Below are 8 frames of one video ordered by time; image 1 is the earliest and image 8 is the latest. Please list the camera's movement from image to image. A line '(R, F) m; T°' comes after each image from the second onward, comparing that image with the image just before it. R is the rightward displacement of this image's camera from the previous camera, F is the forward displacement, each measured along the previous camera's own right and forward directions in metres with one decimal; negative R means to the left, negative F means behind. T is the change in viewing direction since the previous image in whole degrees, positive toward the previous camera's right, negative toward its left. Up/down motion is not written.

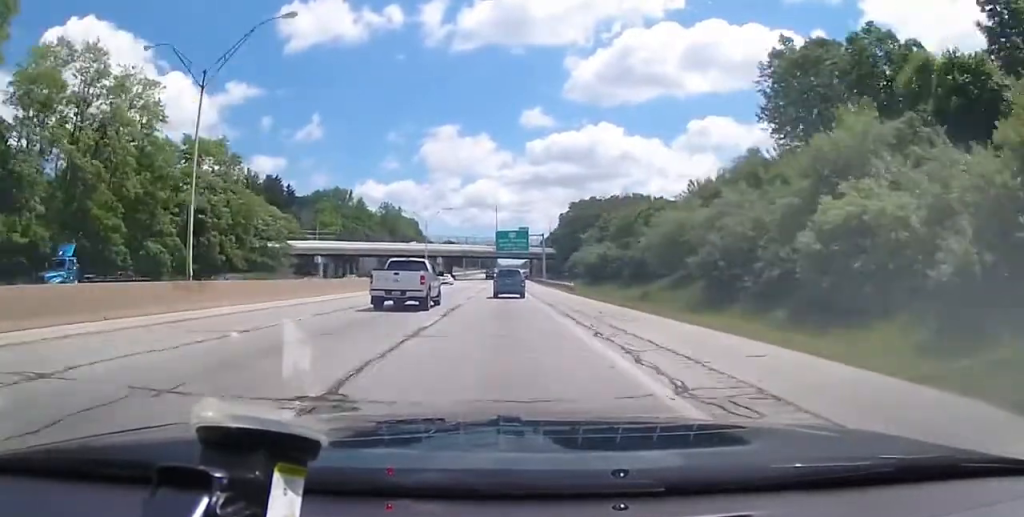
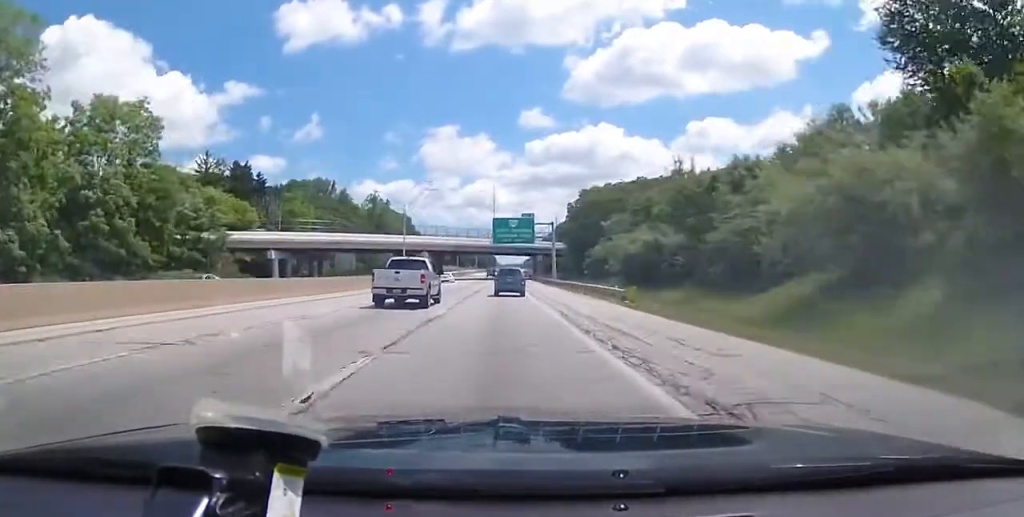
(+0.2, +20.9) m; +1°
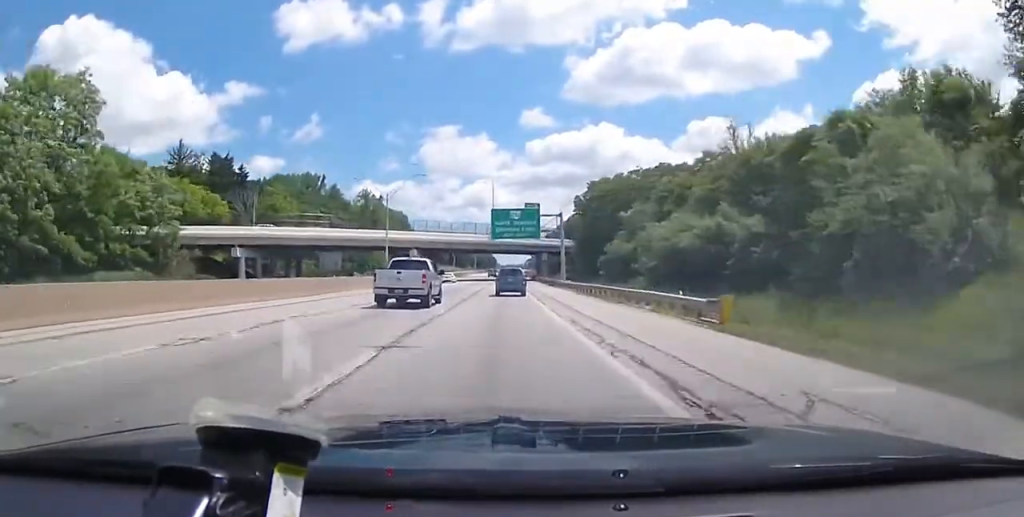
(0.0, +11.4) m; +1°
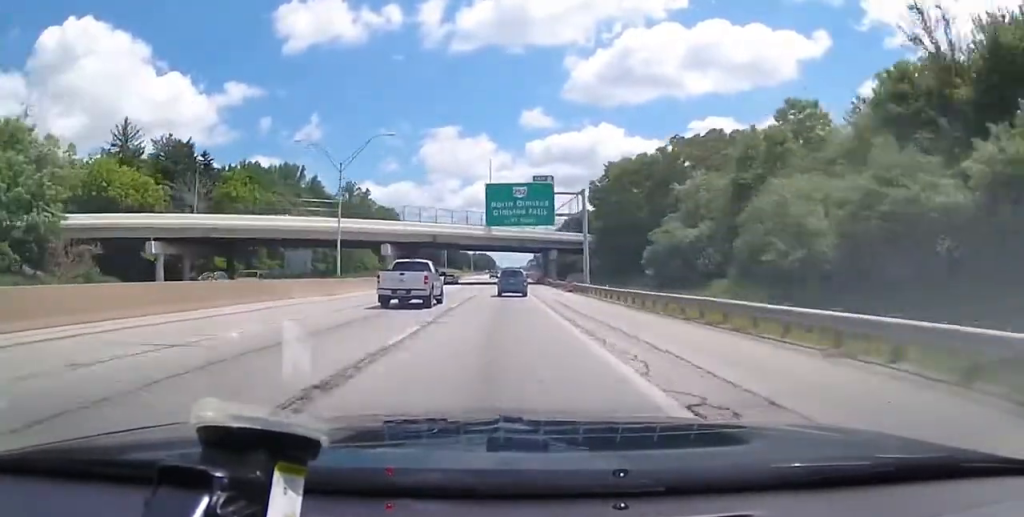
(+0.1, +19.0) m; 0°
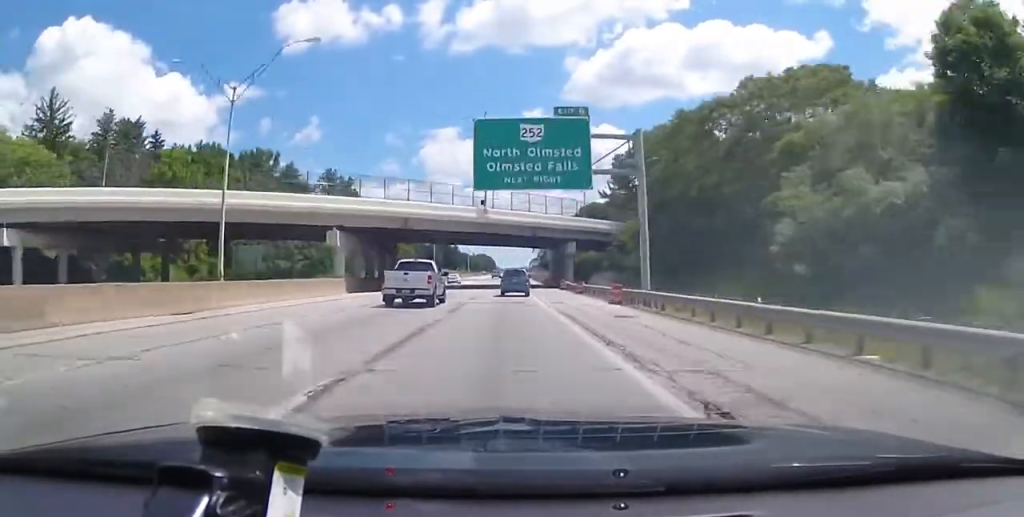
(-0.1, +19.9) m; 0°
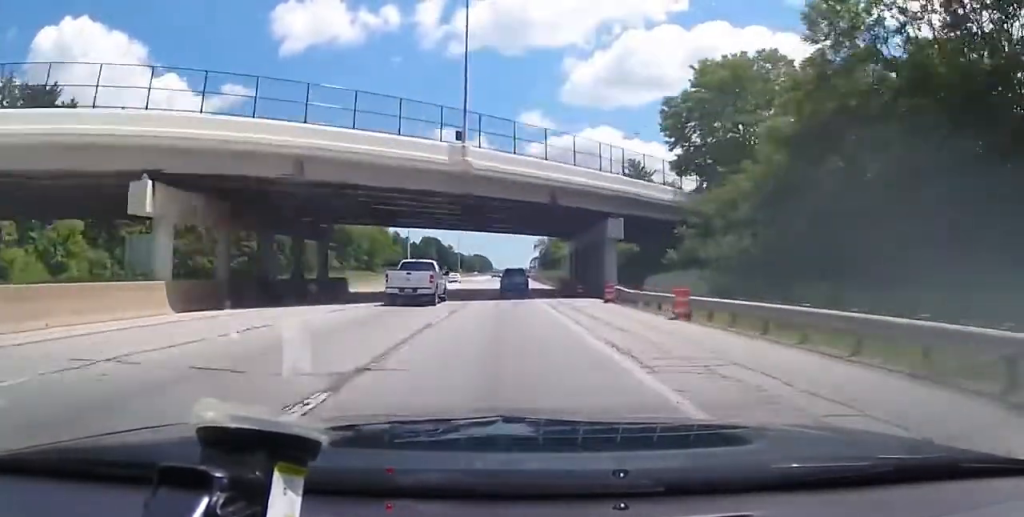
(-0.2, +24.6) m; 0°
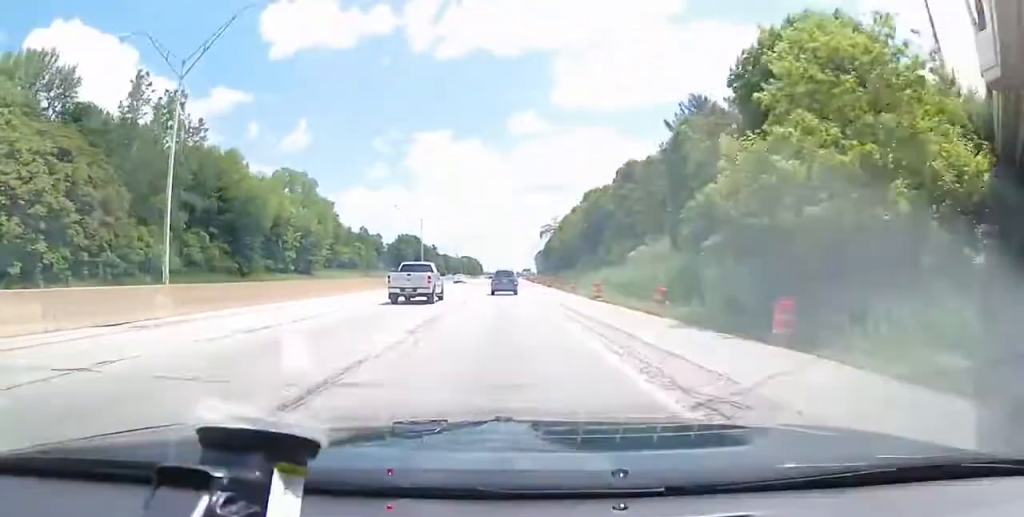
(+0.3, +55.2) m; 0°
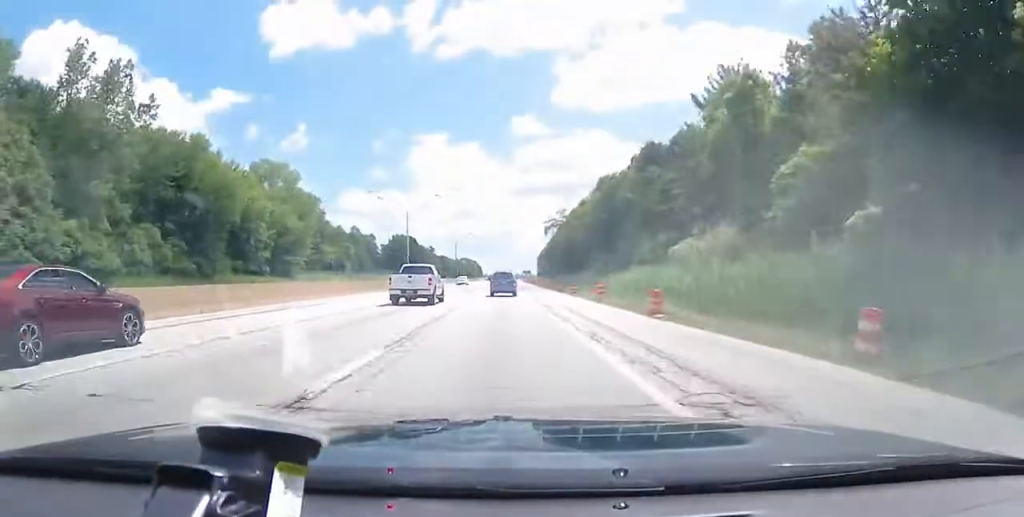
(+0.1, +13.4) m; 0°
